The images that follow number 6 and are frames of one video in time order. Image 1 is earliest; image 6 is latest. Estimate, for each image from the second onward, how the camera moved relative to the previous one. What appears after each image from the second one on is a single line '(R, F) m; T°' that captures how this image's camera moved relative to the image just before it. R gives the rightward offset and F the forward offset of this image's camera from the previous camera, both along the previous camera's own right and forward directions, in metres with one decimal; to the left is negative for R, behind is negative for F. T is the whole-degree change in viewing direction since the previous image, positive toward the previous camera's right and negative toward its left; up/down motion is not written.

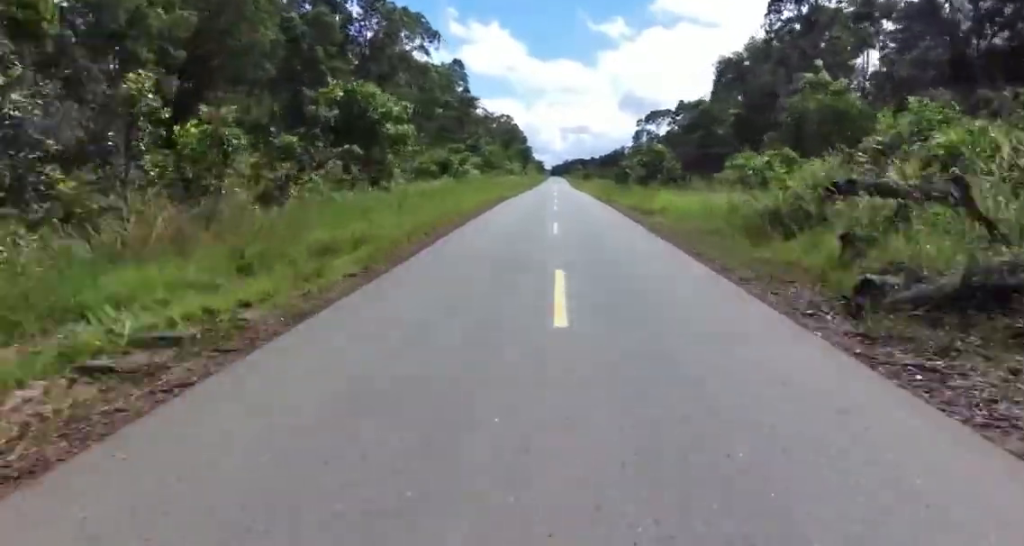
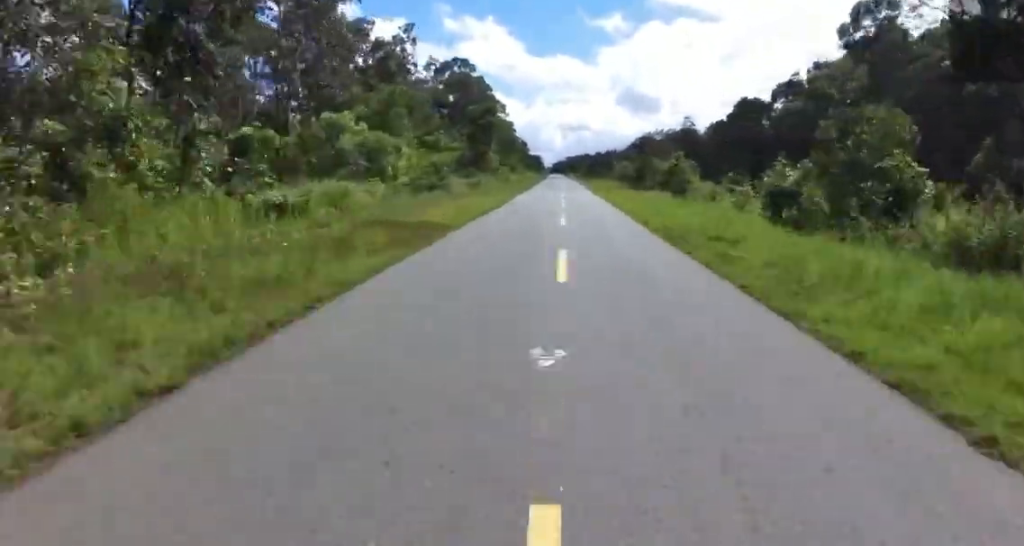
(+5.8, +92.0) m; 0°
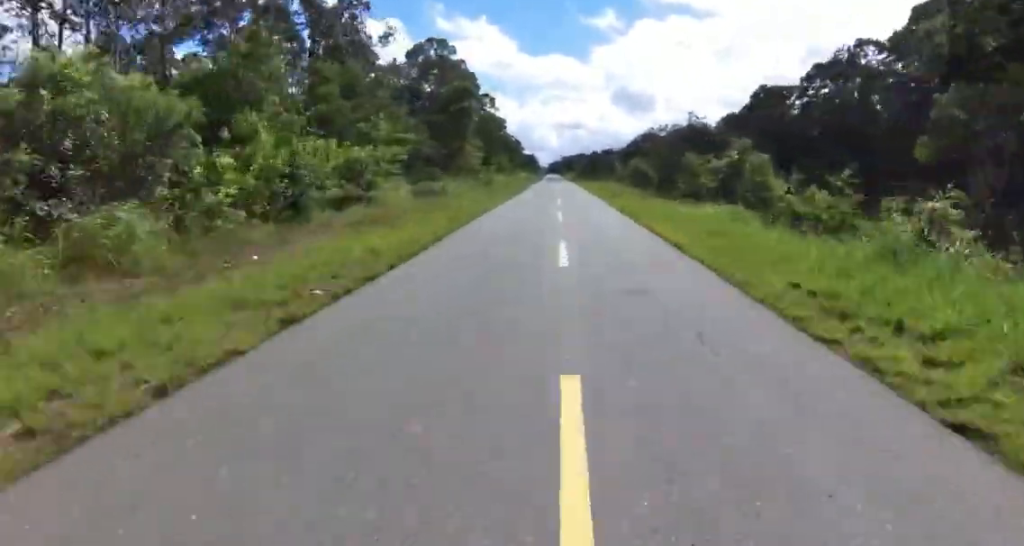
(-0.7, +15.7) m; 0°
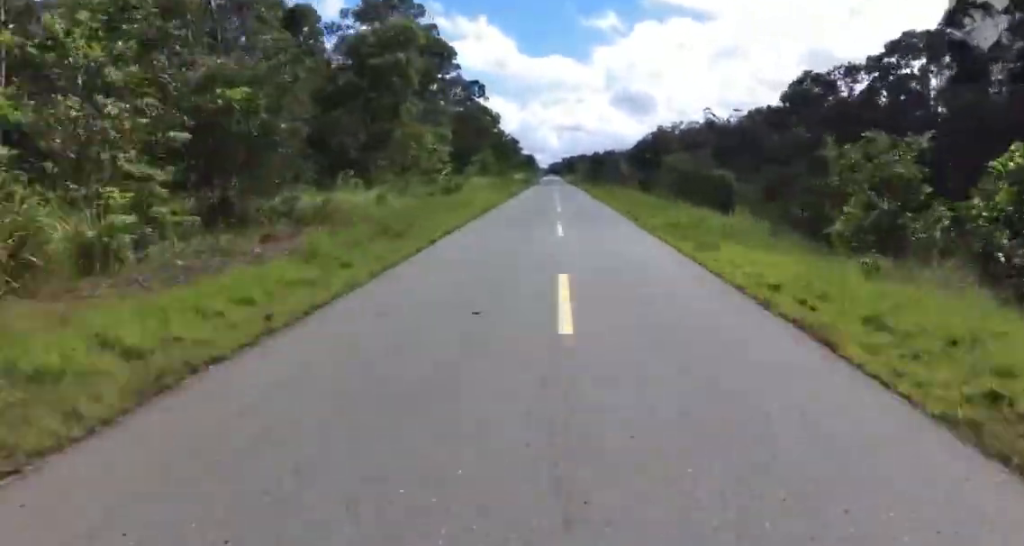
(-0.4, +20.6) m; 0°
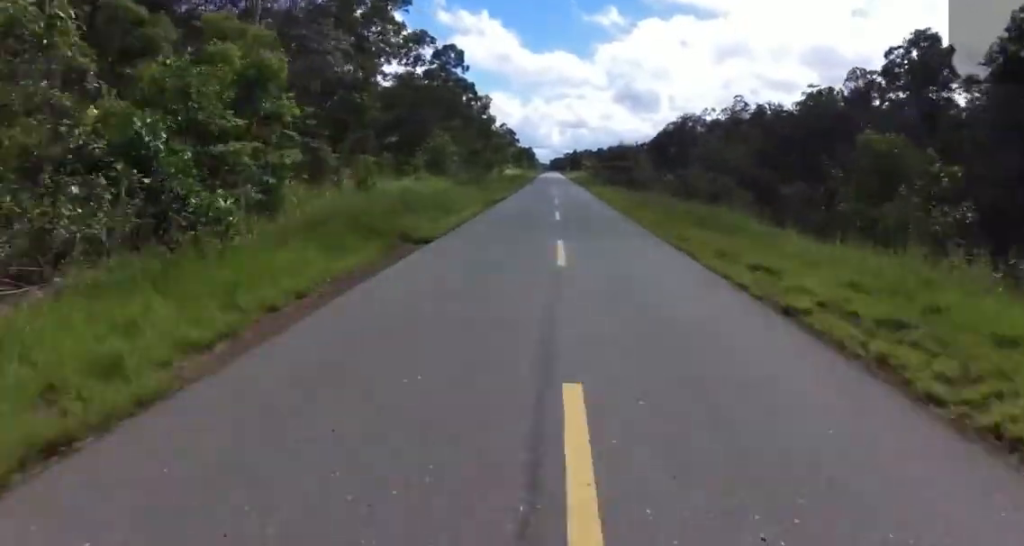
(+0.8, +30.2) m; 0°
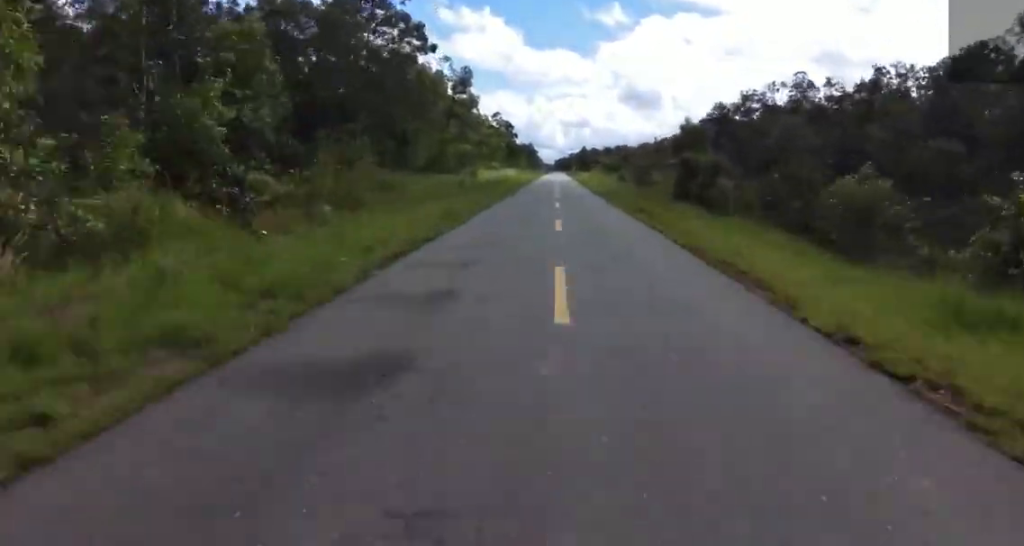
(-0.3, +37.6) m; +2°
